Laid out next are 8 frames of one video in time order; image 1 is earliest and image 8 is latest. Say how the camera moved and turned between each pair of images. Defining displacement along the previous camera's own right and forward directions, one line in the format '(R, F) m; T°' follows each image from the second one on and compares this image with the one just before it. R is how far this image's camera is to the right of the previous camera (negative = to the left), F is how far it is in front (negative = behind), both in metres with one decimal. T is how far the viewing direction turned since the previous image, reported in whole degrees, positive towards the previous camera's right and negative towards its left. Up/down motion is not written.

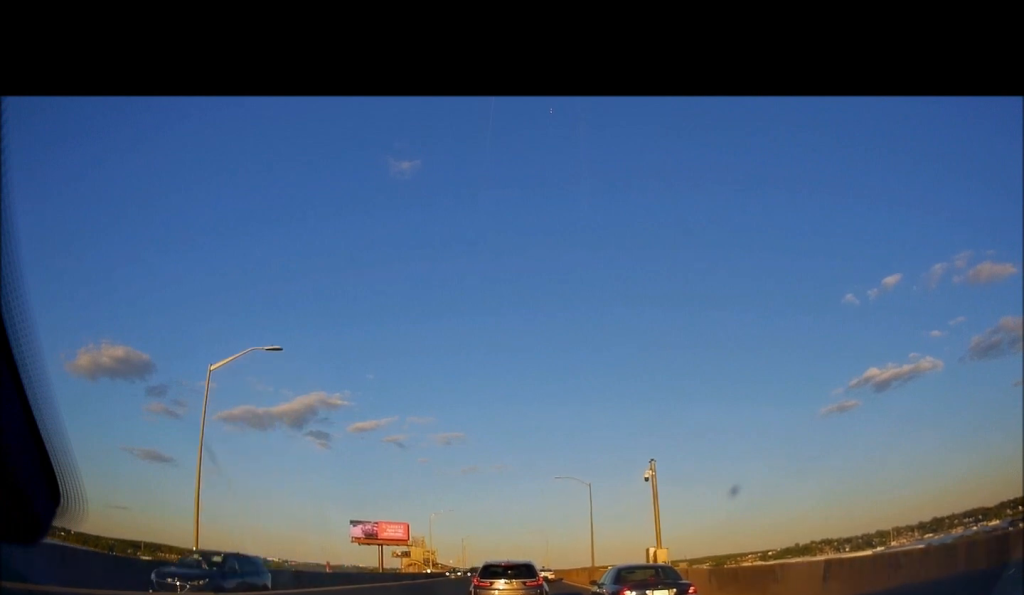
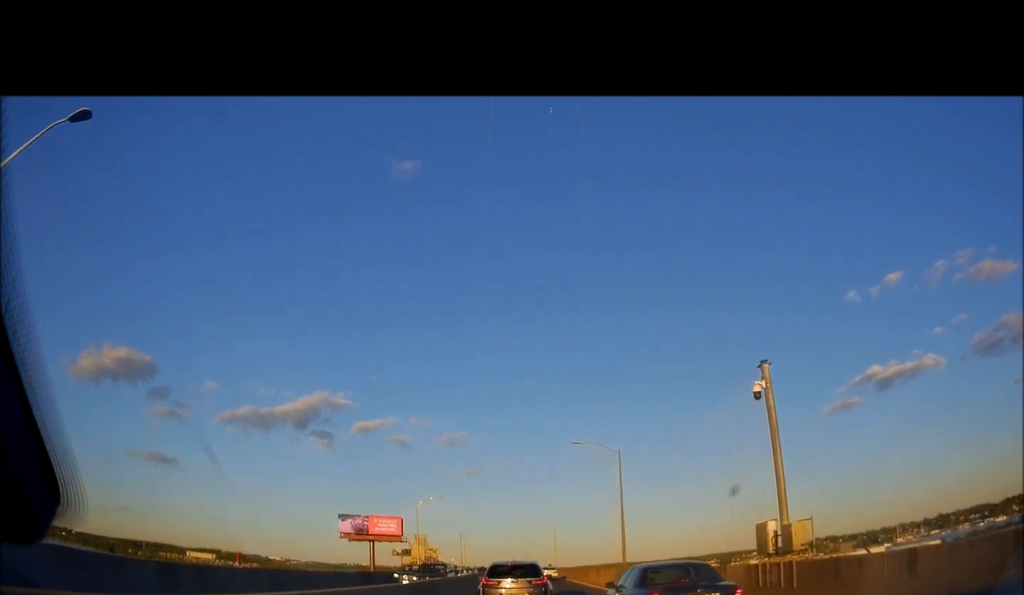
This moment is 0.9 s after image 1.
(-0.1, +11.6) m; 0°
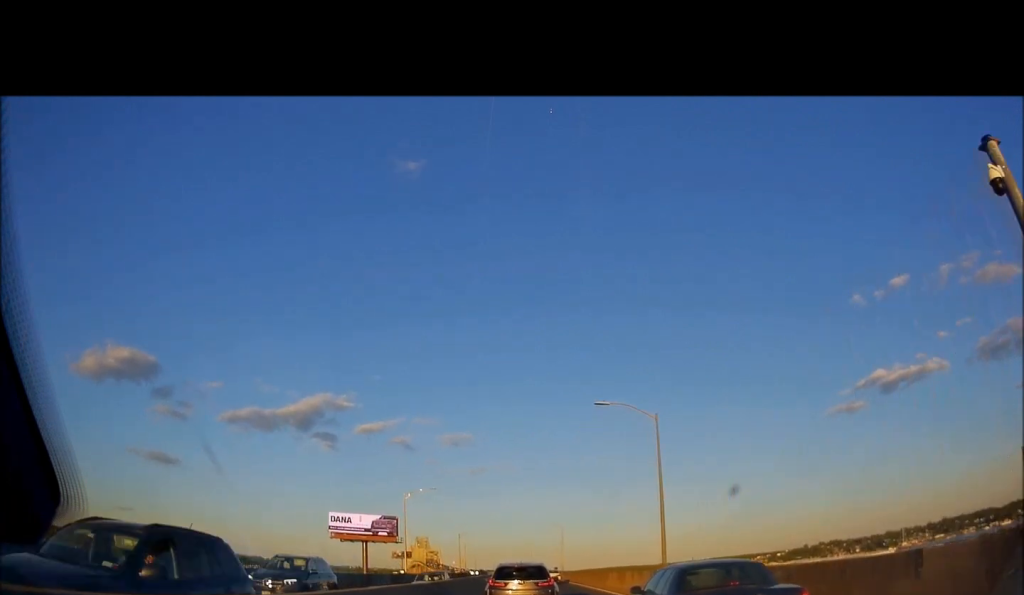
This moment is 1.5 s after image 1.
(0.0, +8.2) m; 0°
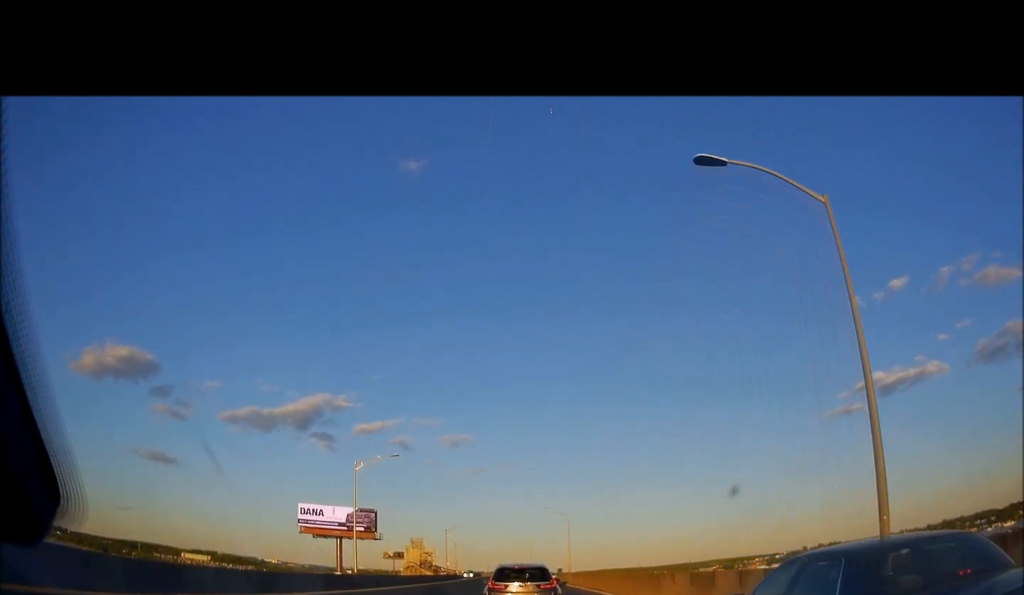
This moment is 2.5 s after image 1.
(-0.1, +14.9) m; -1°
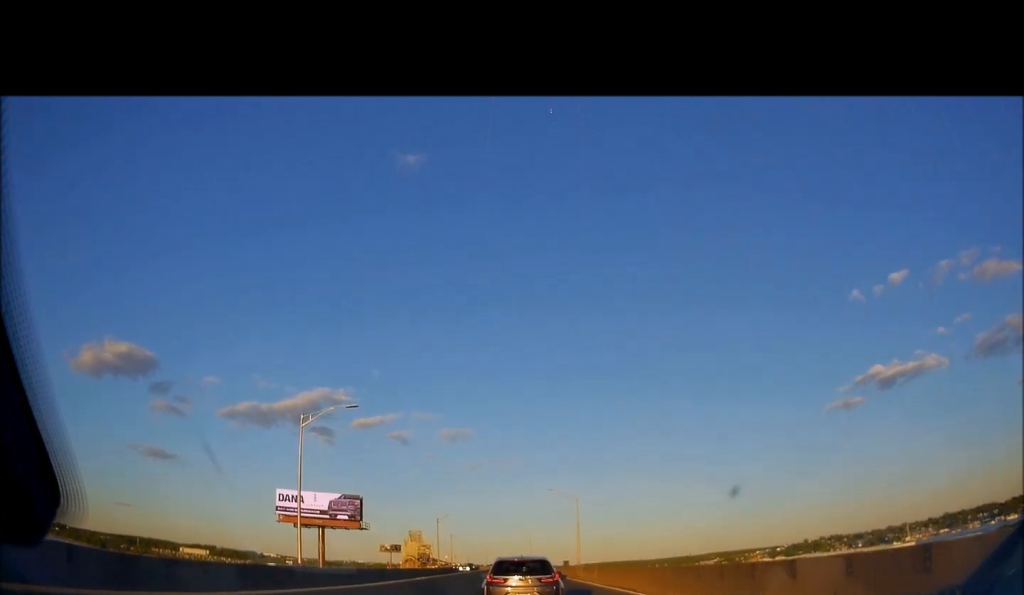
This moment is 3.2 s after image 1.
(-0.1, +9.7) m; -1°
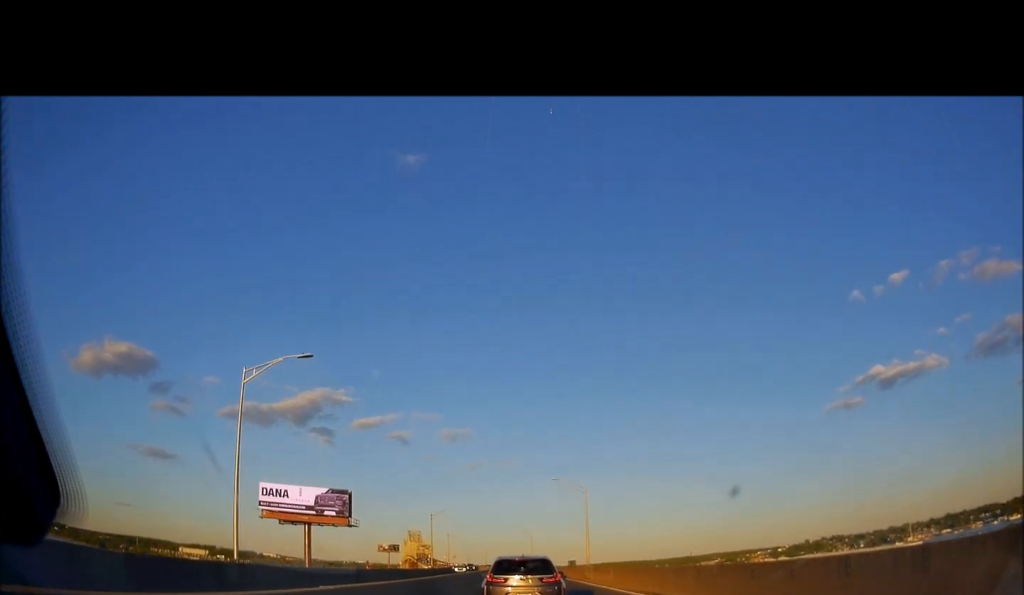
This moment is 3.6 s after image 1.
(0.0, +7.0) m; 0°
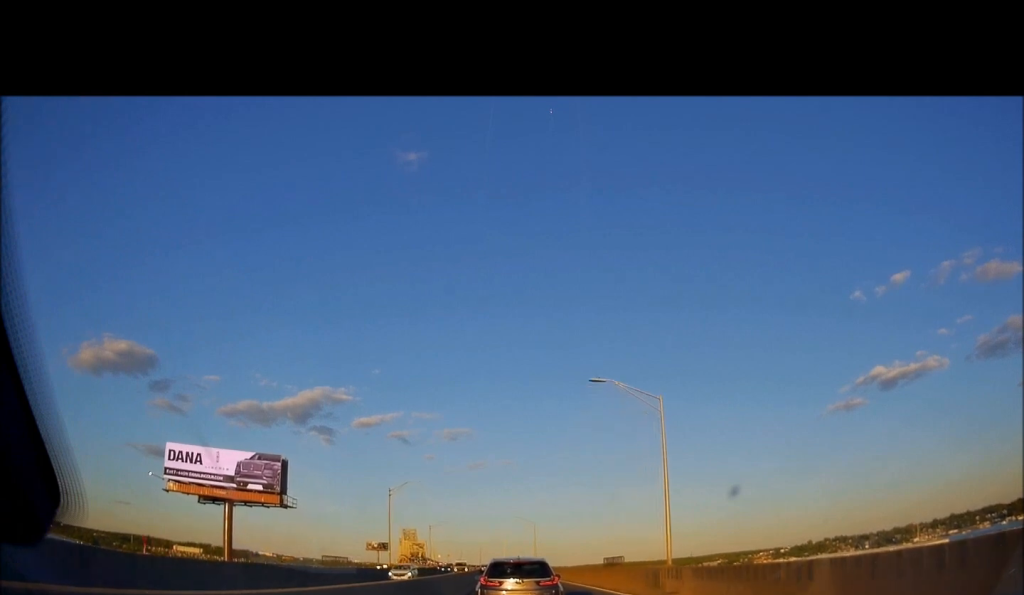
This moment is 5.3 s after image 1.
(+0.2, +28.0) m; +1°
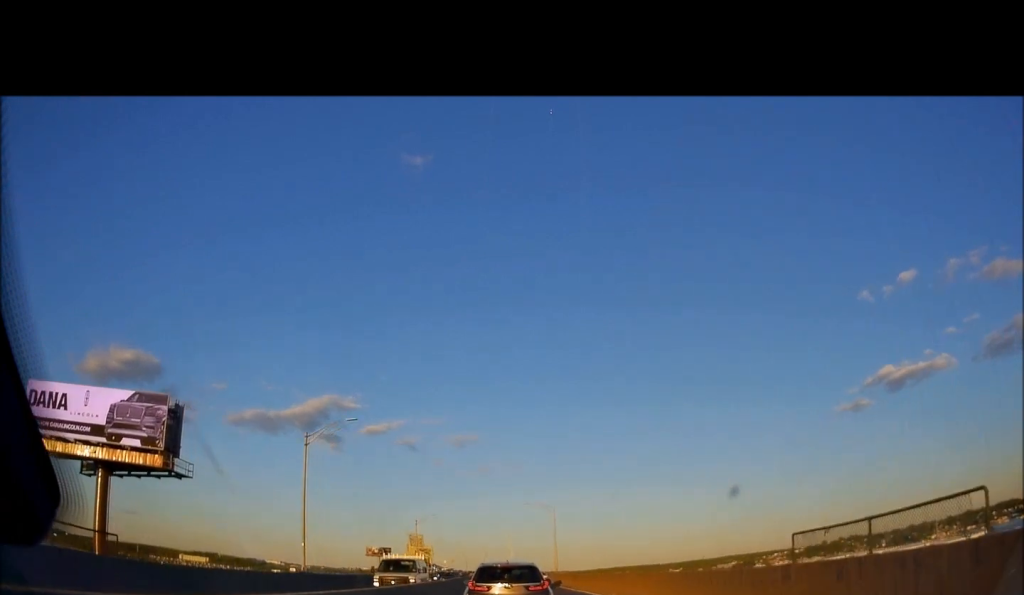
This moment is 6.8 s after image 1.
(0.0, +26.3) m; -1°
